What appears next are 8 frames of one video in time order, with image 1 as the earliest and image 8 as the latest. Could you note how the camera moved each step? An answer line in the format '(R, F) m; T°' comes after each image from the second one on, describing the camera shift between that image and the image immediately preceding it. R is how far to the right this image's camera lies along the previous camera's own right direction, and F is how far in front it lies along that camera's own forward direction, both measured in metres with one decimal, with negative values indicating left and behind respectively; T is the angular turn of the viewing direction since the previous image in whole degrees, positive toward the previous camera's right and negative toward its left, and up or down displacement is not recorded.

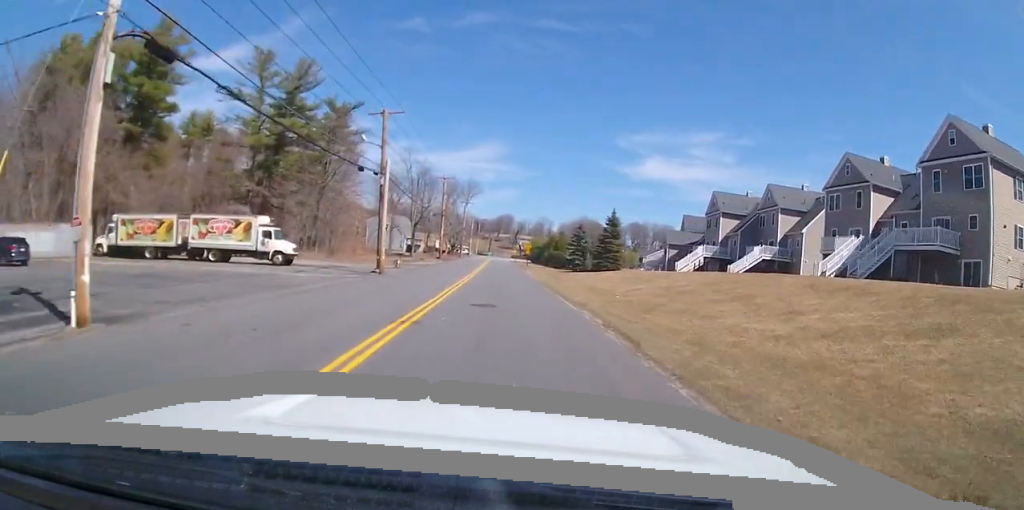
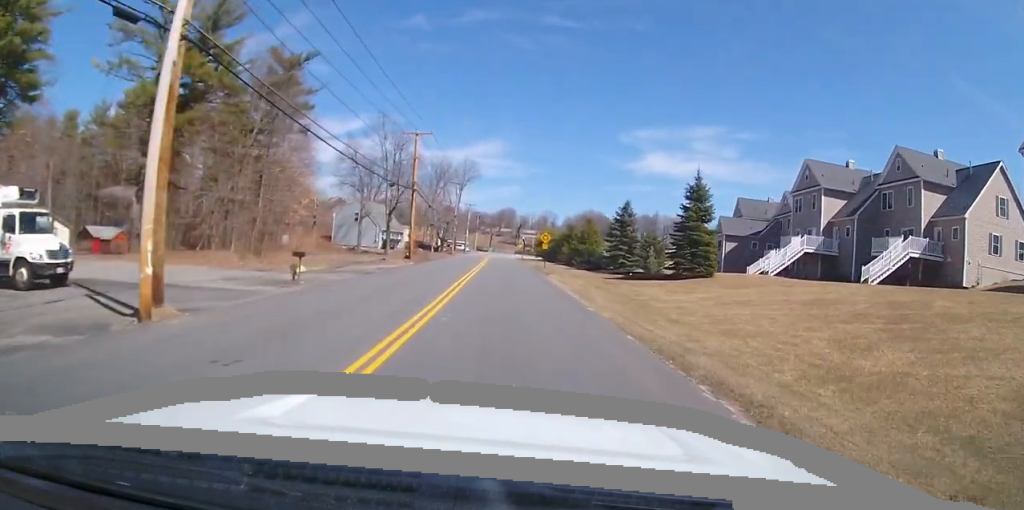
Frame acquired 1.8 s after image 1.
(0.0, +25.0) m; 0°
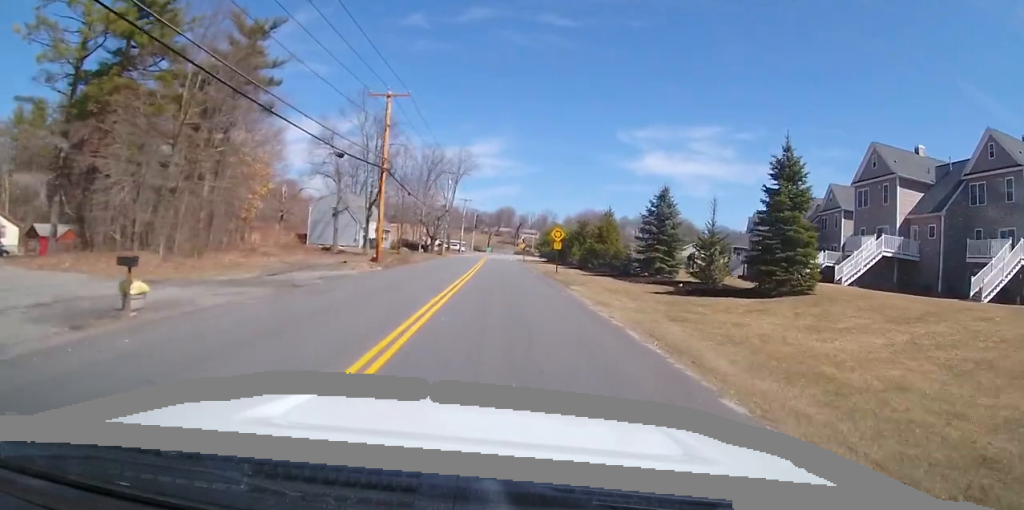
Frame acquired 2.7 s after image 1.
(0.0, +11.8) m; 0°
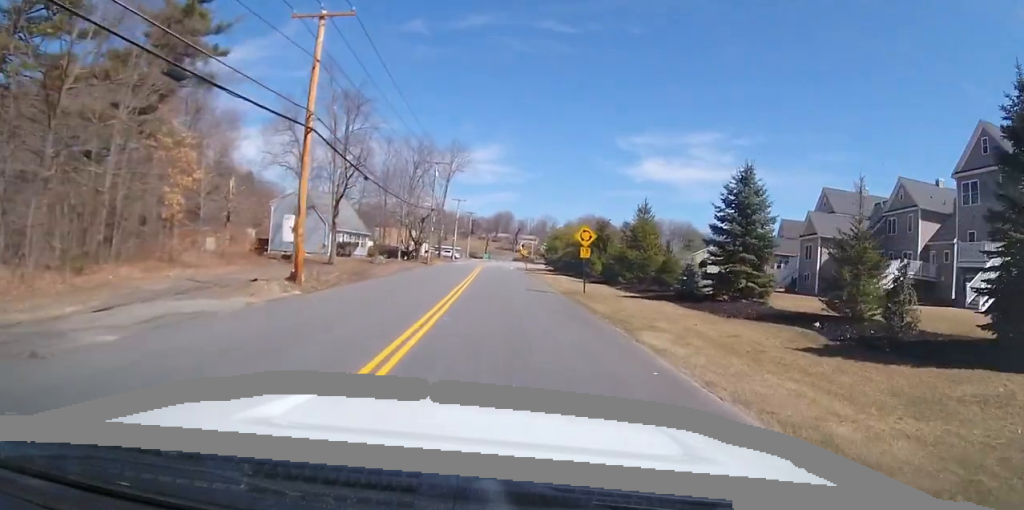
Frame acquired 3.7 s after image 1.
(0.0, +13.9) m; 0°
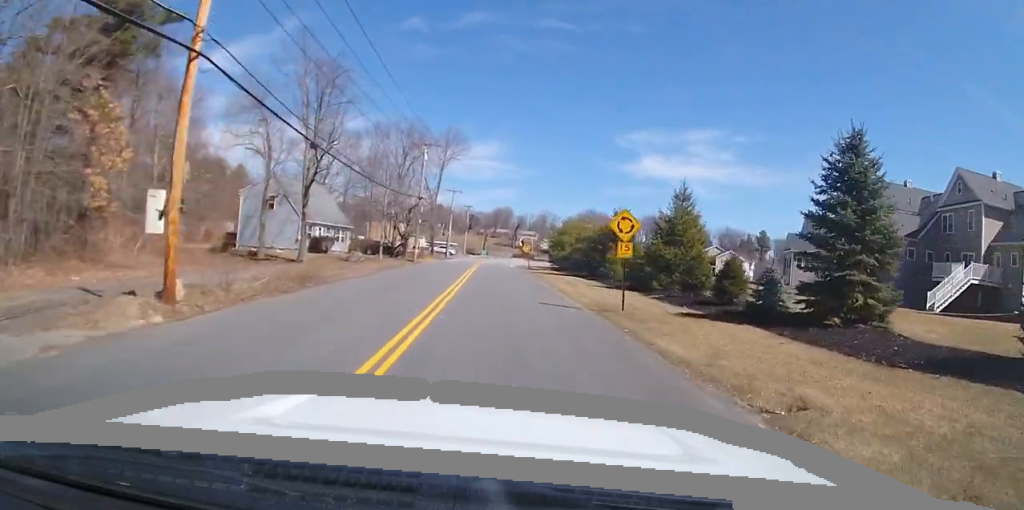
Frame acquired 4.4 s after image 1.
(0.0, +8.8) m; 0°
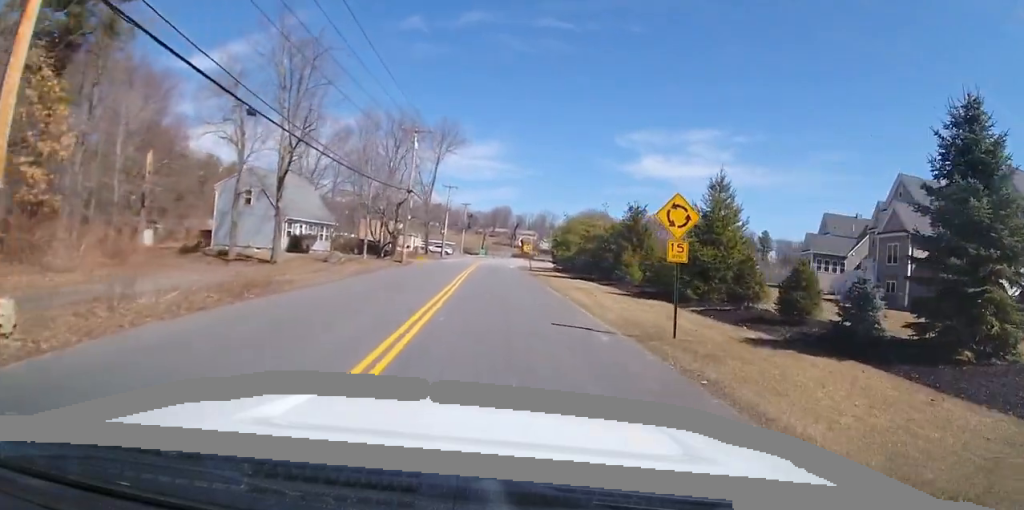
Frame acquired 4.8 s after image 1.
(0.0, +5.7) m; 0°
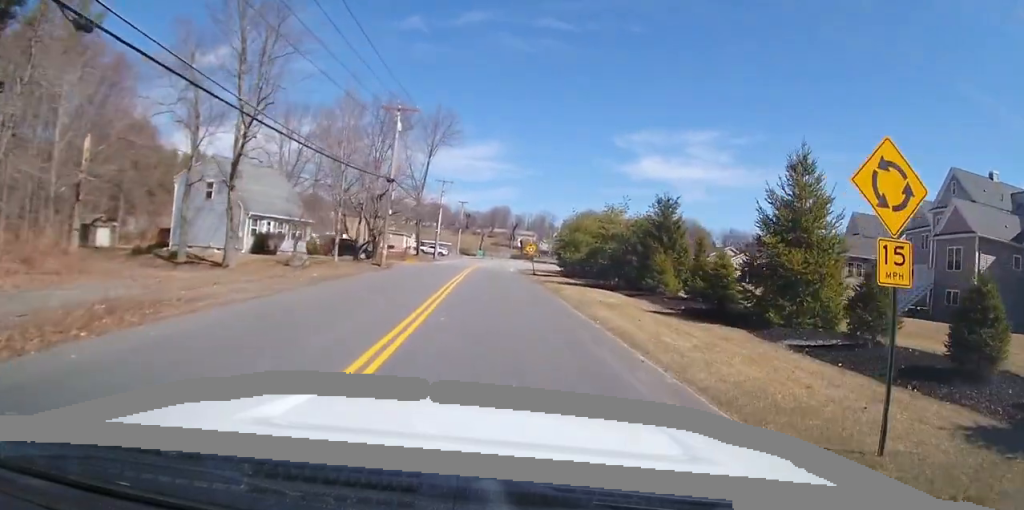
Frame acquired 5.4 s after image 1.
(0.0, +7.8) m; 0°
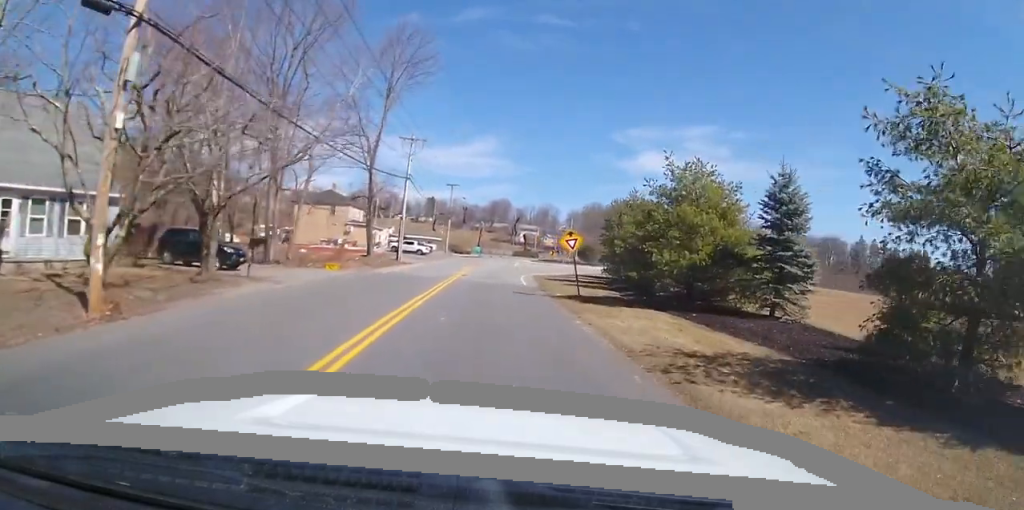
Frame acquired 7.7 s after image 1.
(0.0, +28.7) m; -1°
